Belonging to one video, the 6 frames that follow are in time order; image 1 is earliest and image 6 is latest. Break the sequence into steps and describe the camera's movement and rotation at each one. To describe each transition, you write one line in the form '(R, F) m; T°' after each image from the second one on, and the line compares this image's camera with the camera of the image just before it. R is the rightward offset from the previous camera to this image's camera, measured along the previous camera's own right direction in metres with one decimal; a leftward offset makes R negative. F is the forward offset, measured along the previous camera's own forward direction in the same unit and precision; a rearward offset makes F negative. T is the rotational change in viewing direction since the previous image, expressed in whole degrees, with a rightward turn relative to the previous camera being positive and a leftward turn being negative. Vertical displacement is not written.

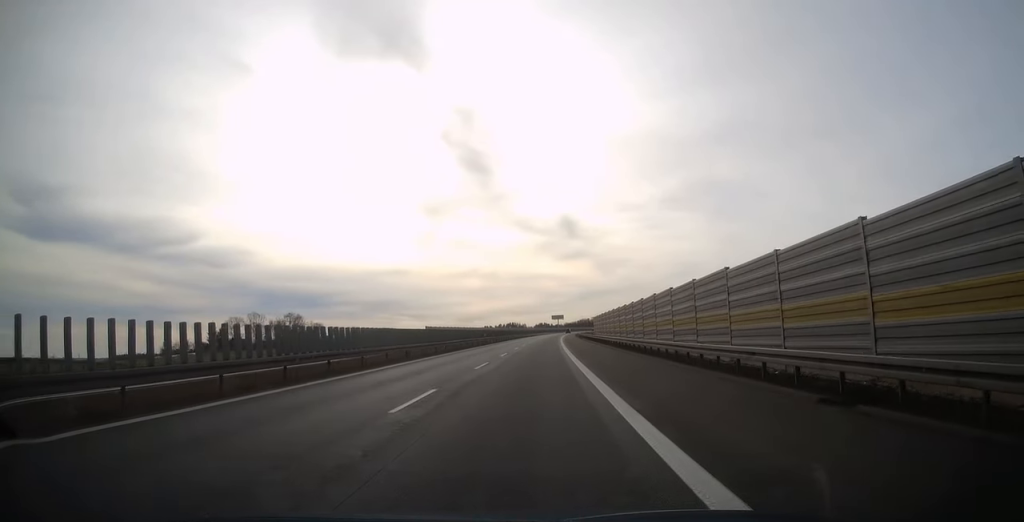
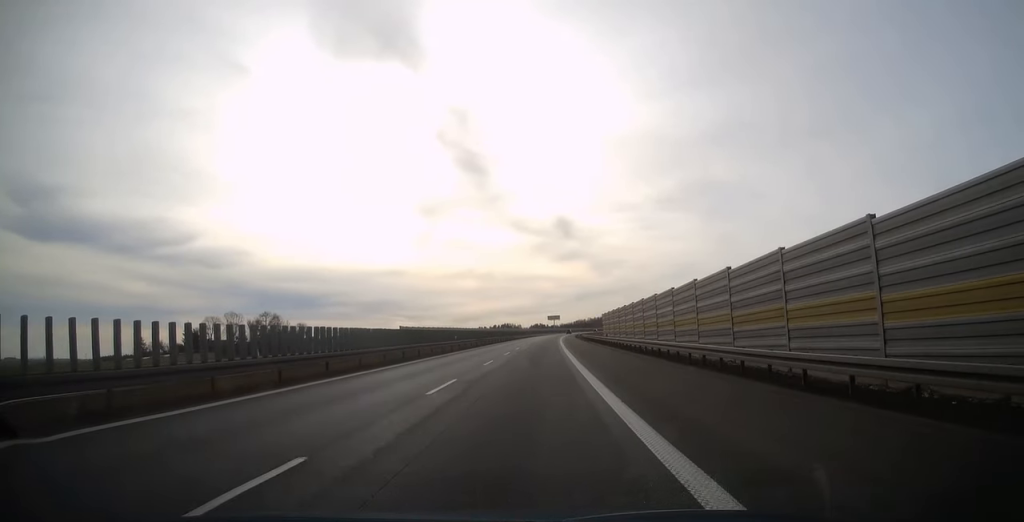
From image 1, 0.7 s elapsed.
(0.0, +20.4) m; 0°
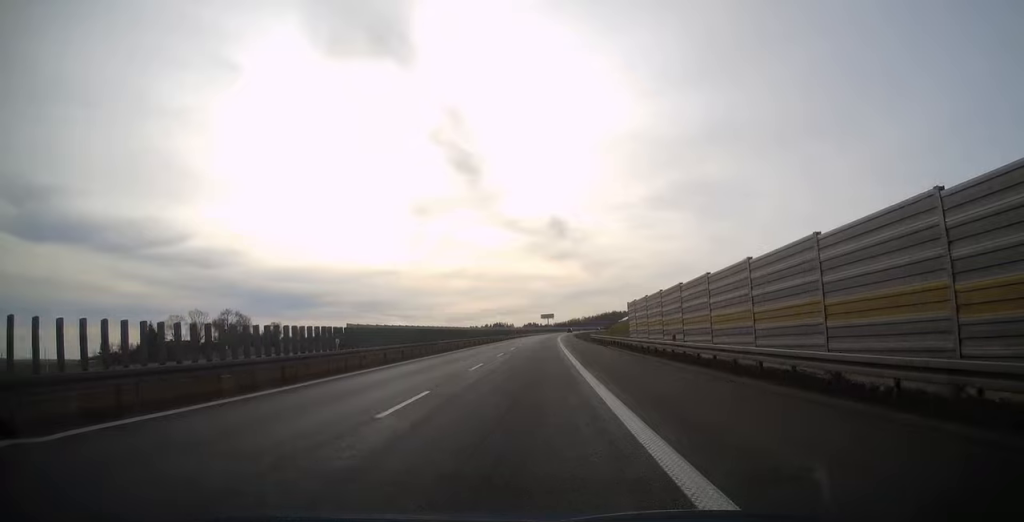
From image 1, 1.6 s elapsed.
(+0.1, +27.5) m; +1°
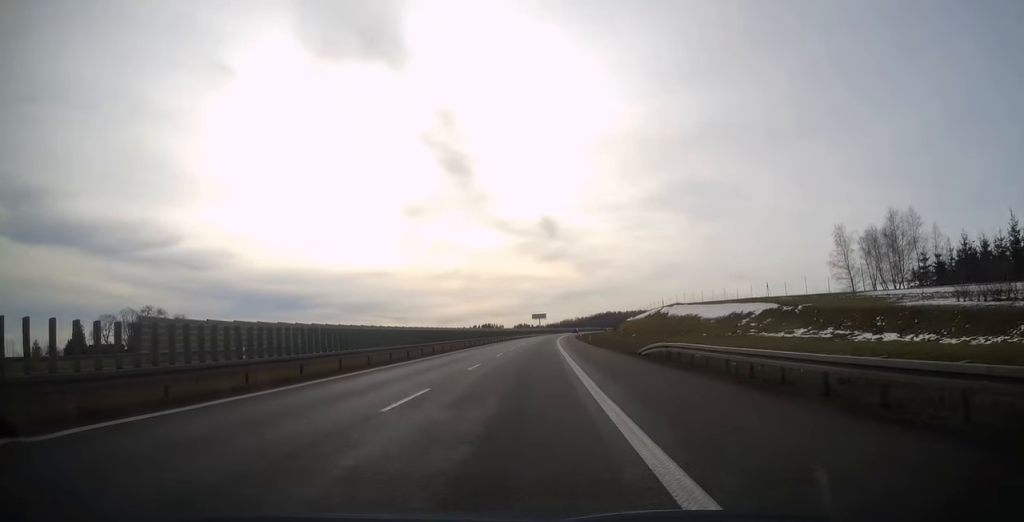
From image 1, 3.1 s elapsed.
(+0.4, +45.8) m; +1°
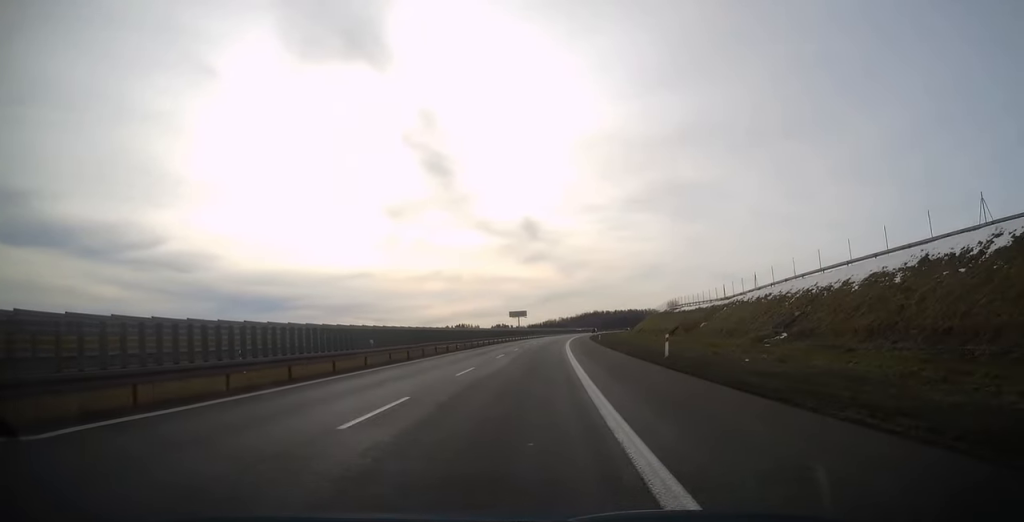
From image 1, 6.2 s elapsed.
(+1.3, +96.7) m; +2°
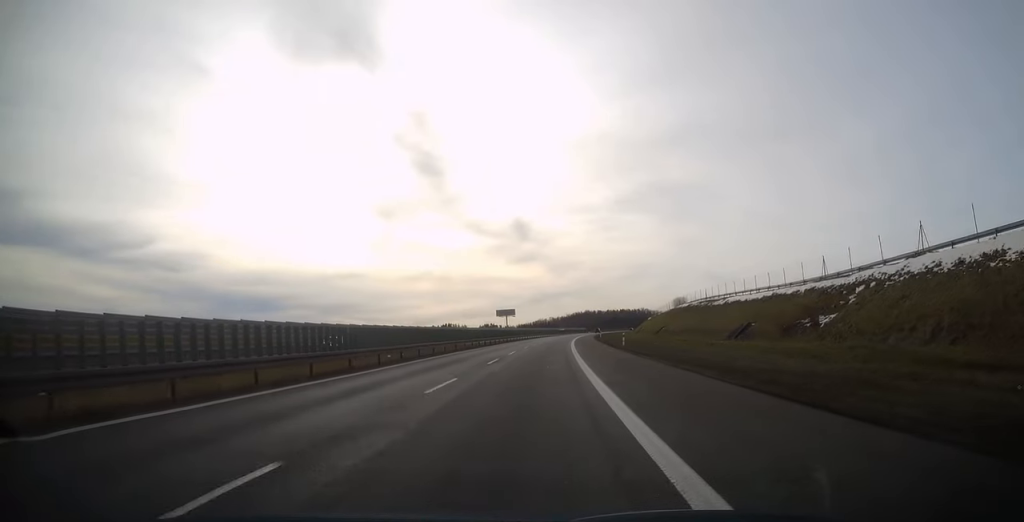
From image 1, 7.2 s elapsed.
(+0.3, +30.5) m; +1°
